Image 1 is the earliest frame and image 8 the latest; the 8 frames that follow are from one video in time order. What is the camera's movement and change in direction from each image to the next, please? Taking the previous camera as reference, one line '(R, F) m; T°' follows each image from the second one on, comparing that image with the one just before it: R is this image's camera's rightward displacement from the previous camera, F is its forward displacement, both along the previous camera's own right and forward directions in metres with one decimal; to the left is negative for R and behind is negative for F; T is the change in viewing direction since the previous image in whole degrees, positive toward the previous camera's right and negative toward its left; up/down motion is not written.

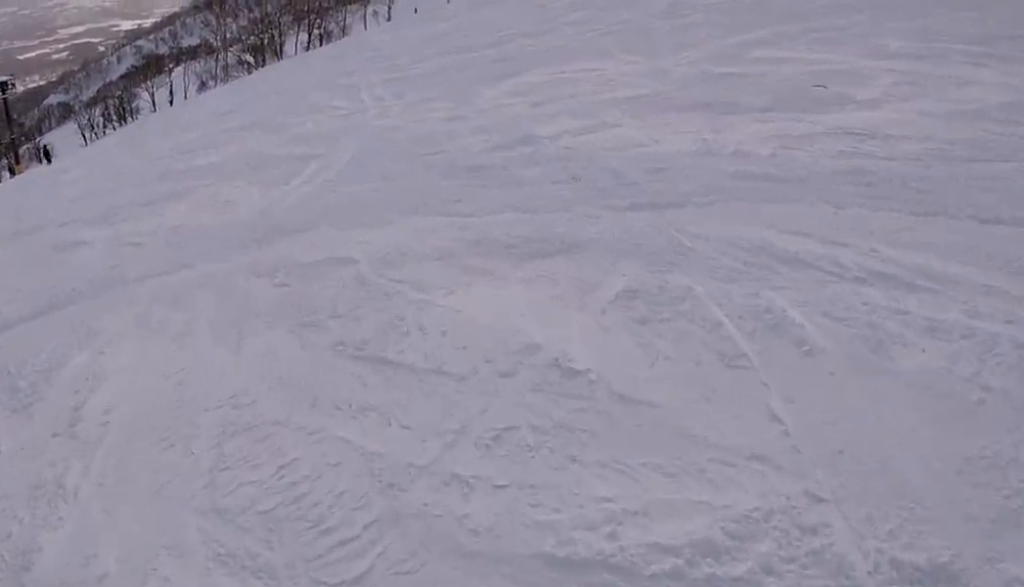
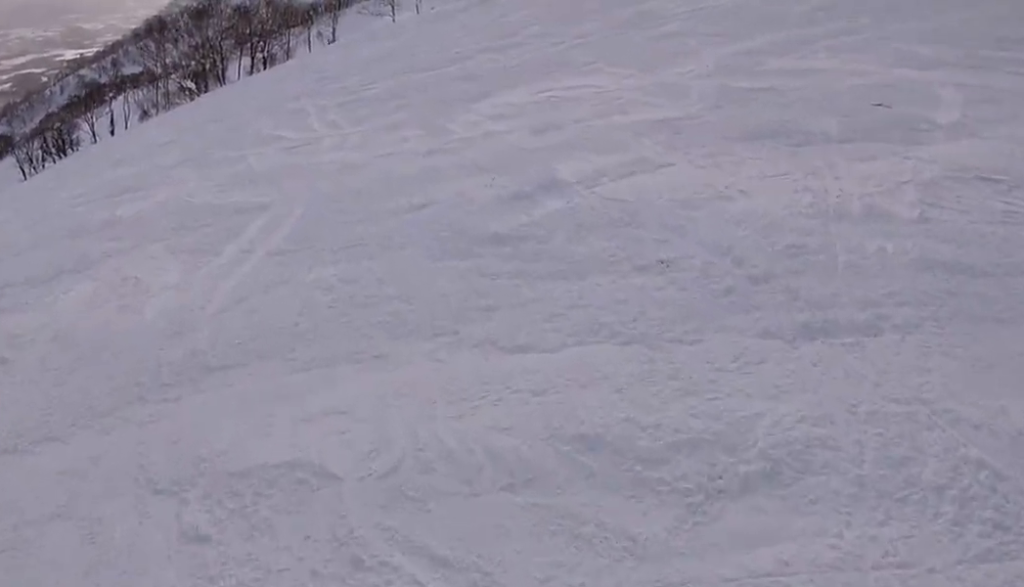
(+0.3, +2.3) m; 0°
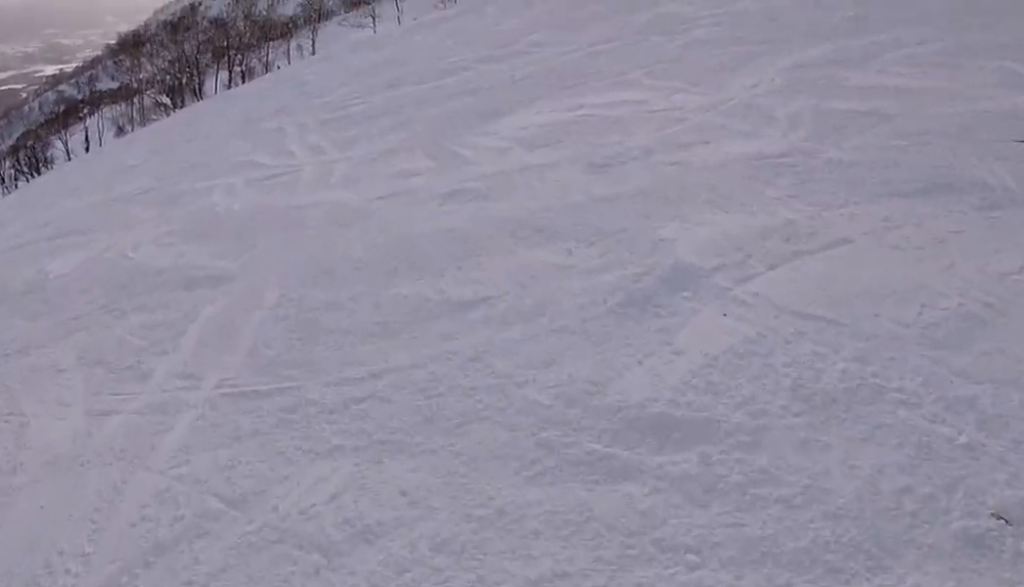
(0.0, +2.4) m; 0°
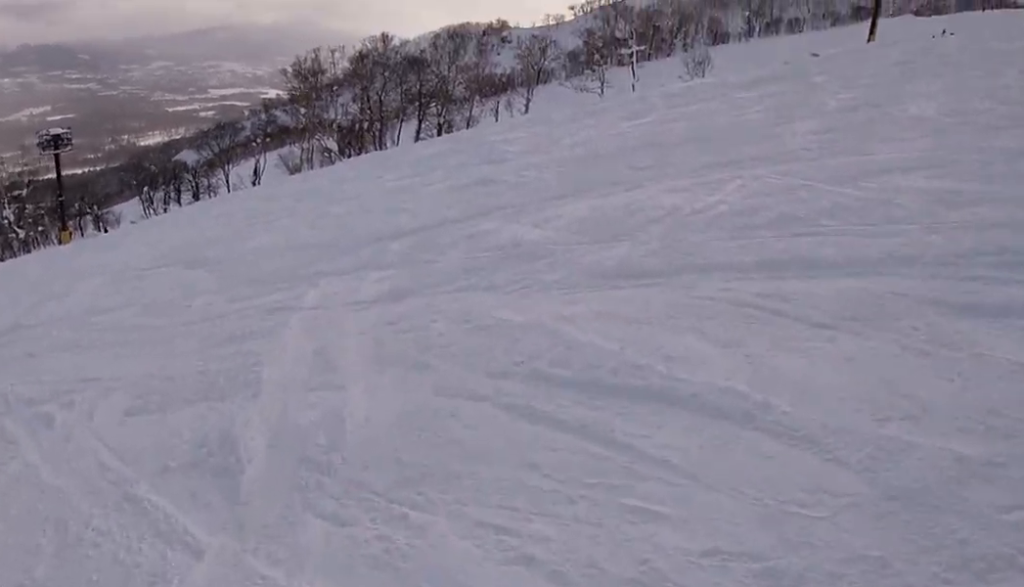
(+0.5, +15.6) m; -12°
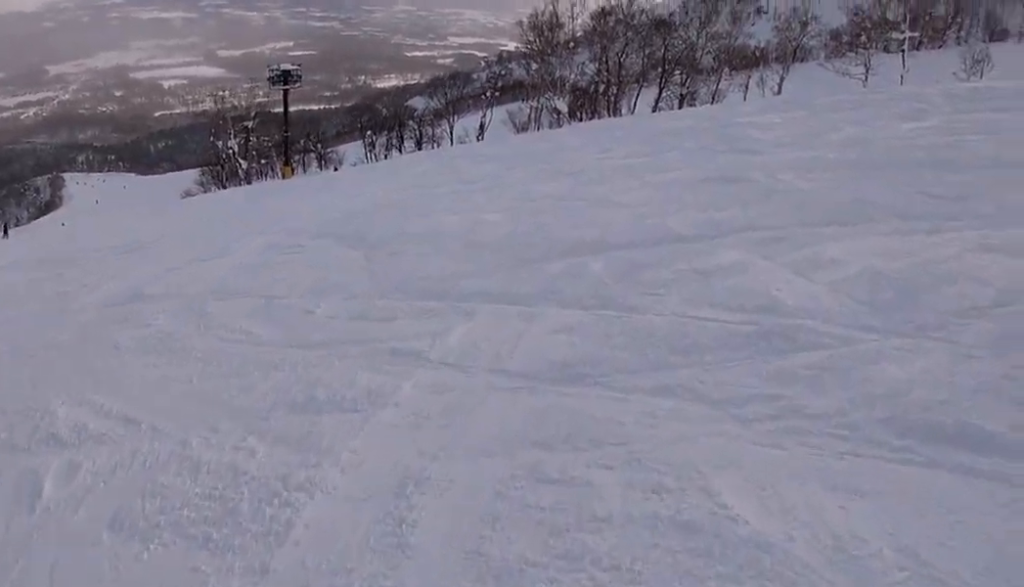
(+0.3, +2.7) m; -16°
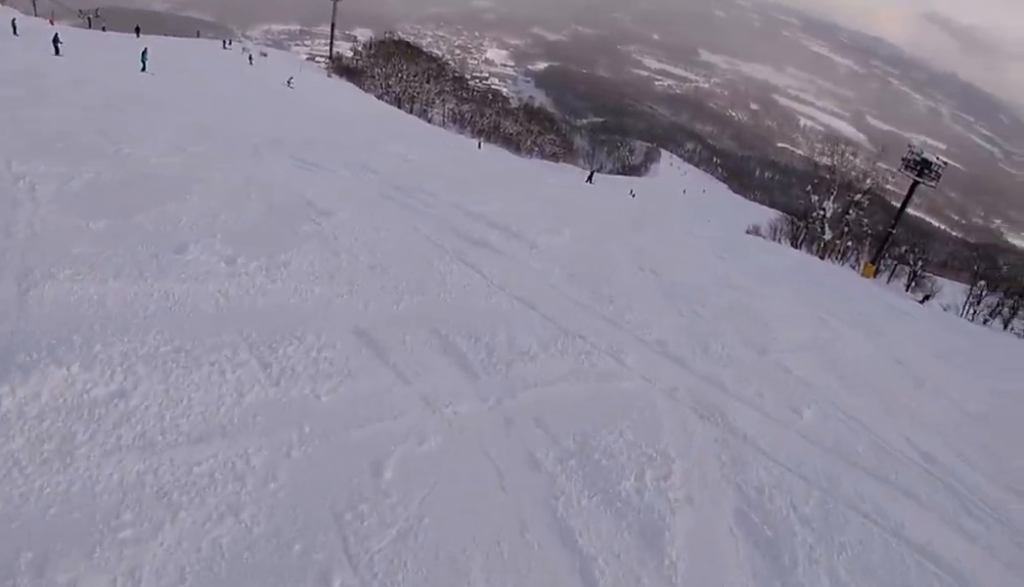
(-5.1, +6.7) m; -49°
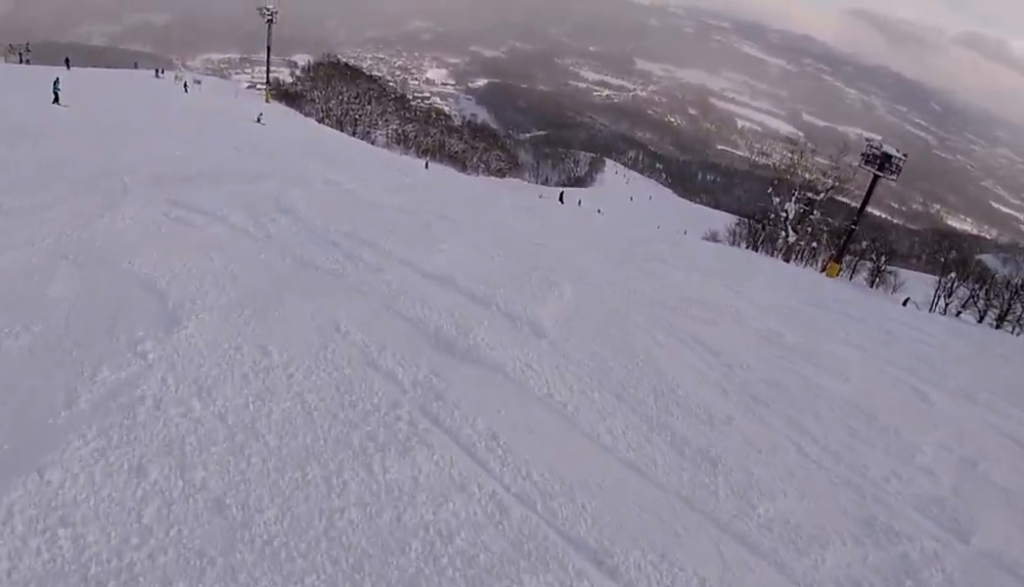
(-0.2, +3.6) m; 0°
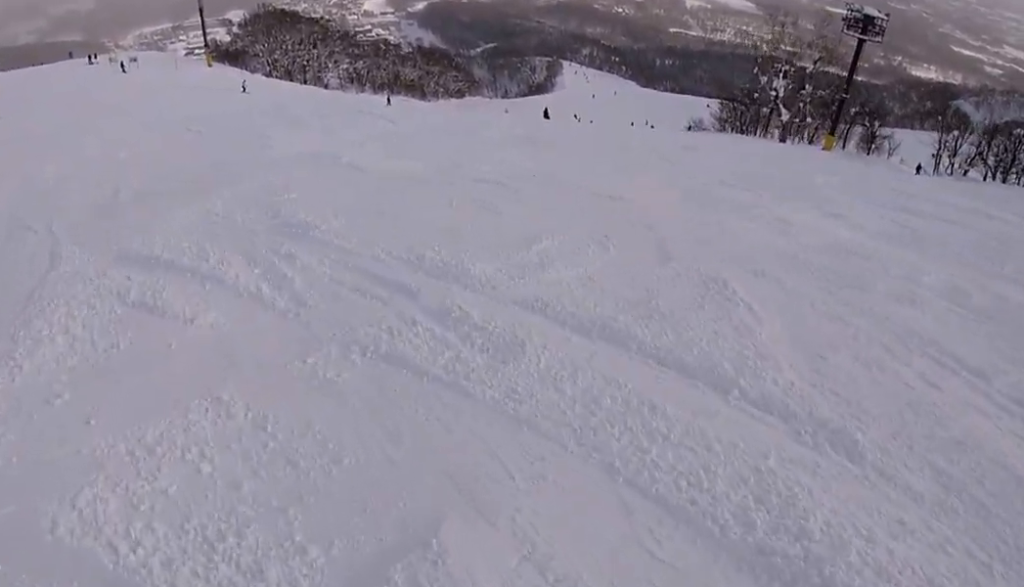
(-0.1, +3.2) m; +6°
